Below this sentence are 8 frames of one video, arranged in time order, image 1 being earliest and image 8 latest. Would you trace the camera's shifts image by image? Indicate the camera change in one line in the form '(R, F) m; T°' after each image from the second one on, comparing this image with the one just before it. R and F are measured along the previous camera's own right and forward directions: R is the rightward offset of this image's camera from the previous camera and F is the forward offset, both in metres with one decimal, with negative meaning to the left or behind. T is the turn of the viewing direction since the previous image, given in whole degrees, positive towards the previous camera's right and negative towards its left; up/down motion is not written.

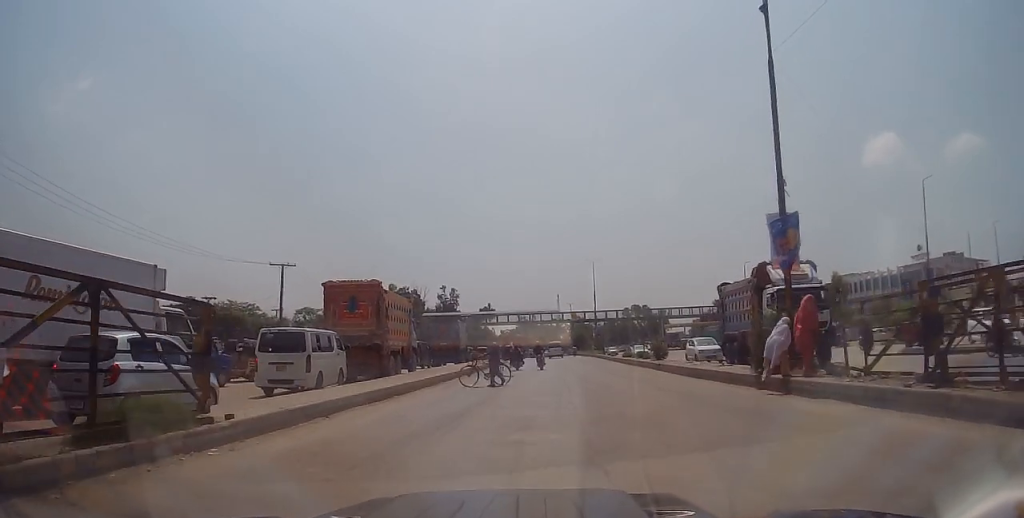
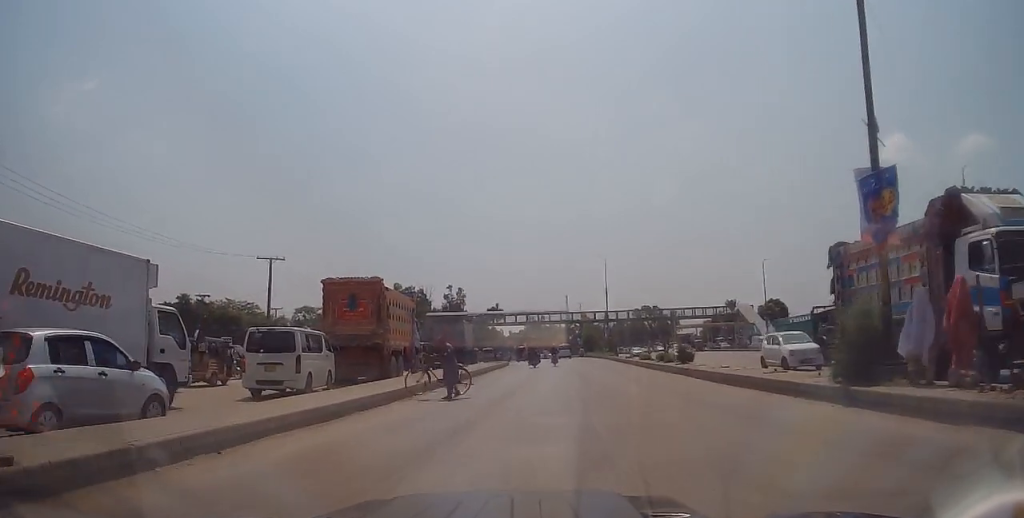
(0.0, +3.9) m; -5°
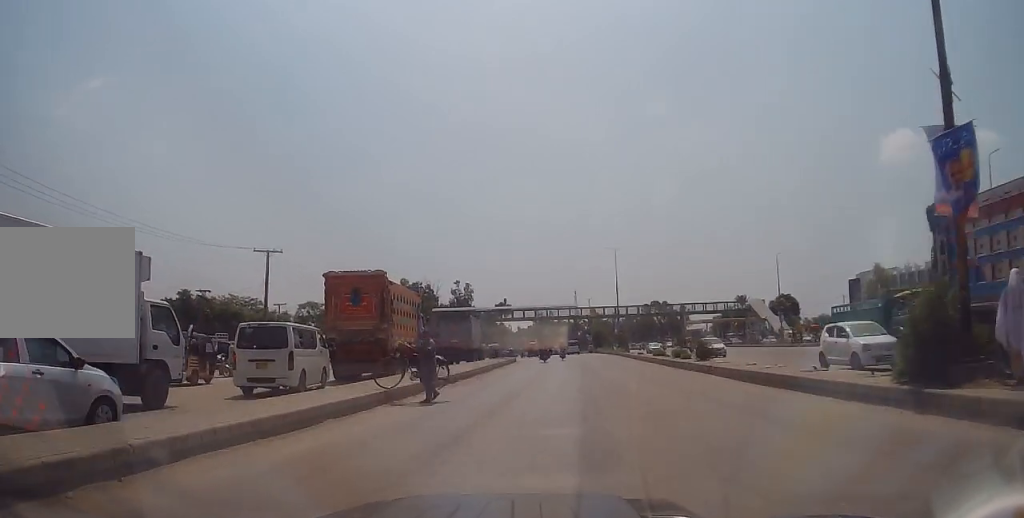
(-0.1, +2.0) m; -1°
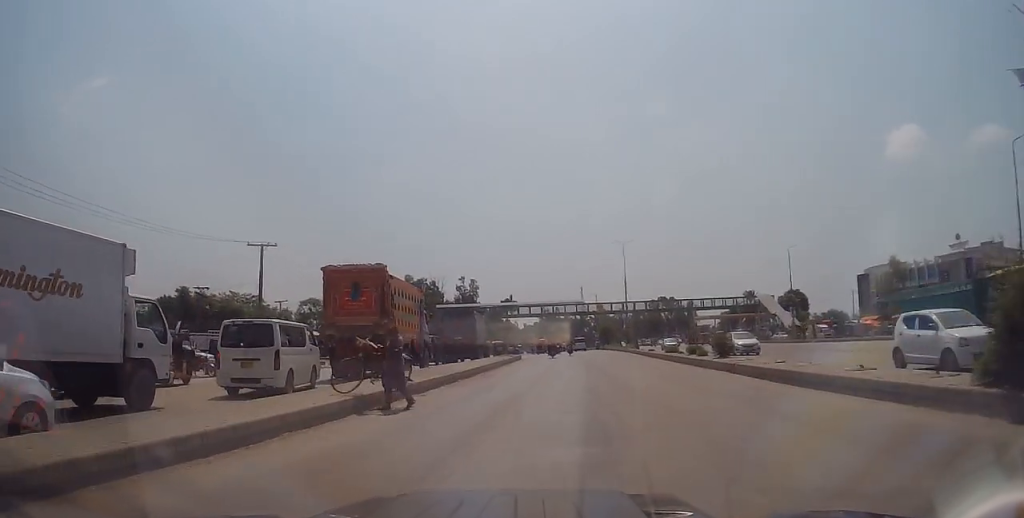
(-0.2, +1.9) m; +1°
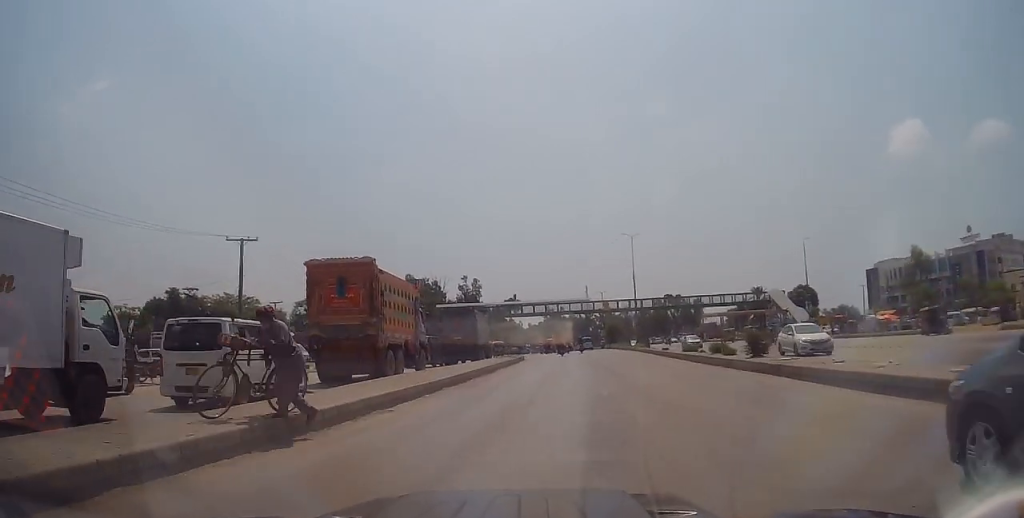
(+0.3, +3.5) m; +4°
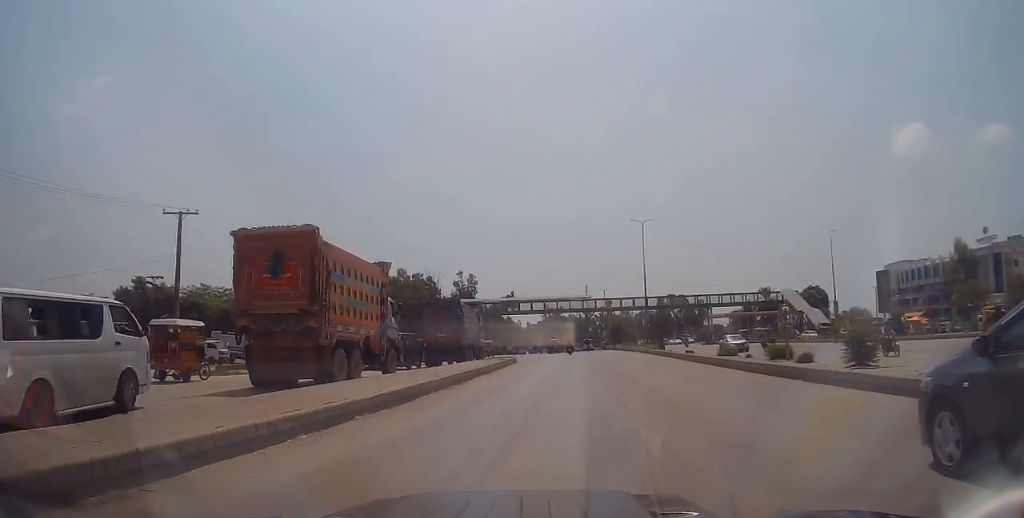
(+0.1, +7.4) m; +1°
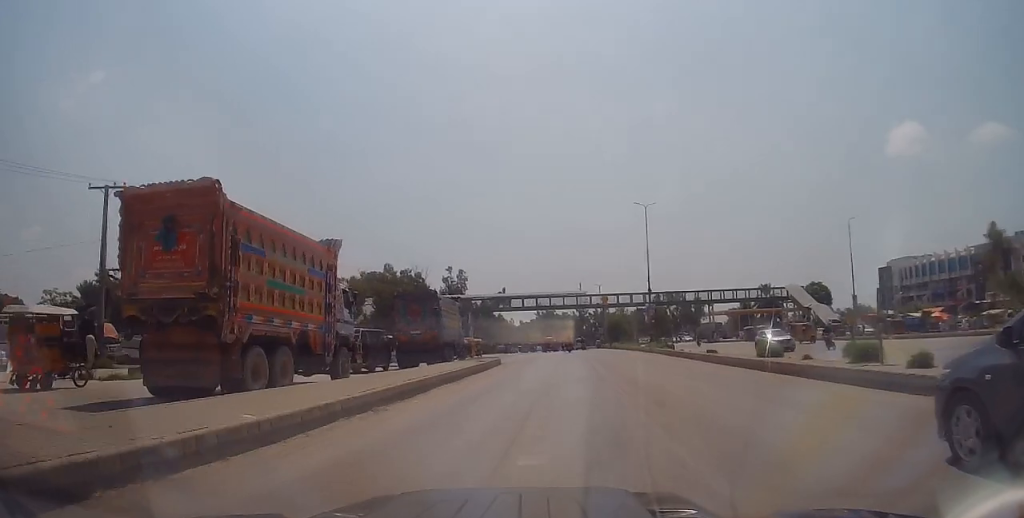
(0.0, +5.8) m; 0°
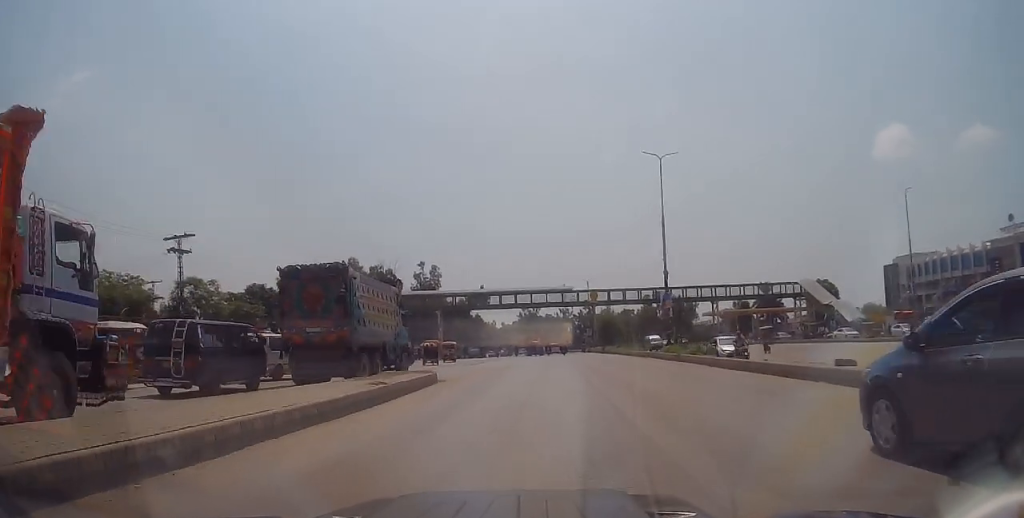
(0.0, +13.4) m; -3°
